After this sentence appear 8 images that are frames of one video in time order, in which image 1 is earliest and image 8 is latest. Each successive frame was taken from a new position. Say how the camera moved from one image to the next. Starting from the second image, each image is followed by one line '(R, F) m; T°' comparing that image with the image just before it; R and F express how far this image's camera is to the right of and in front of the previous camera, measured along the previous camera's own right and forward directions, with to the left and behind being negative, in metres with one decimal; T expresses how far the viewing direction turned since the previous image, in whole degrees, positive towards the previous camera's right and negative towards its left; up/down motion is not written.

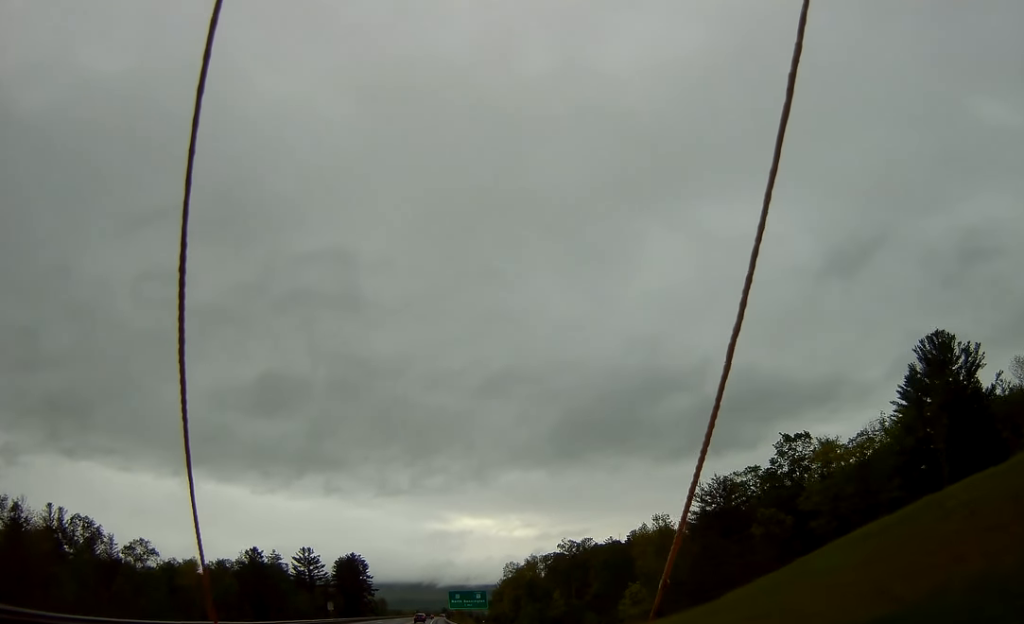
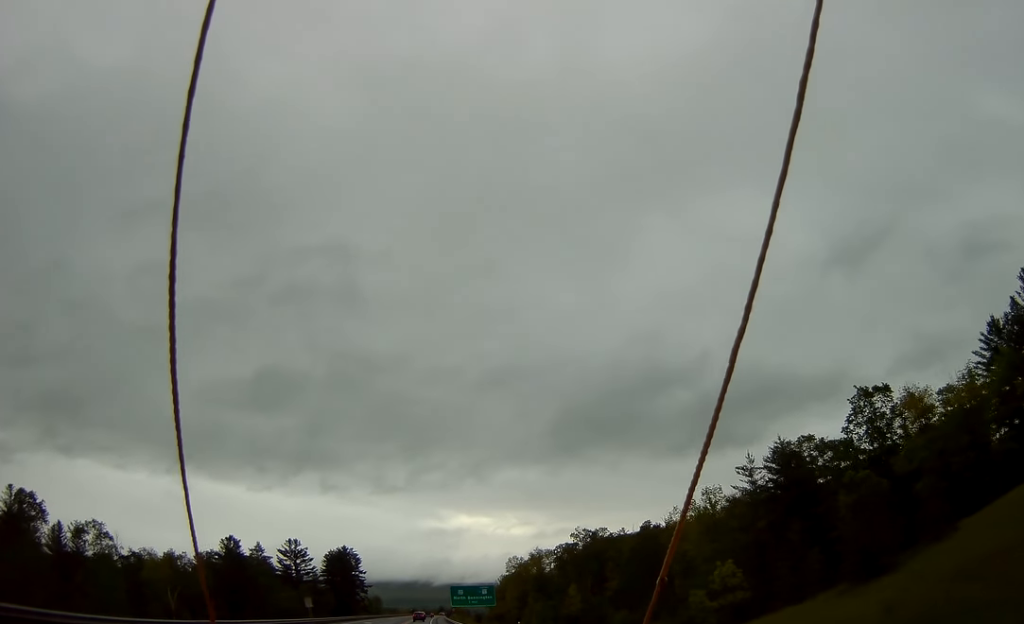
(-0.2, +19.5) m; 0°
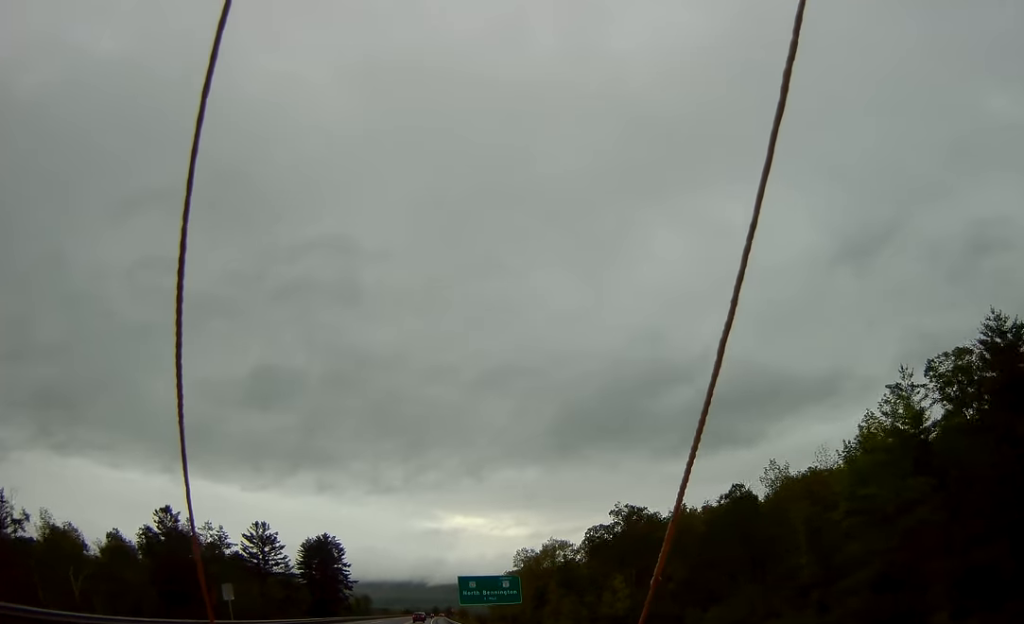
(+0.4, +37.2) m; +2°
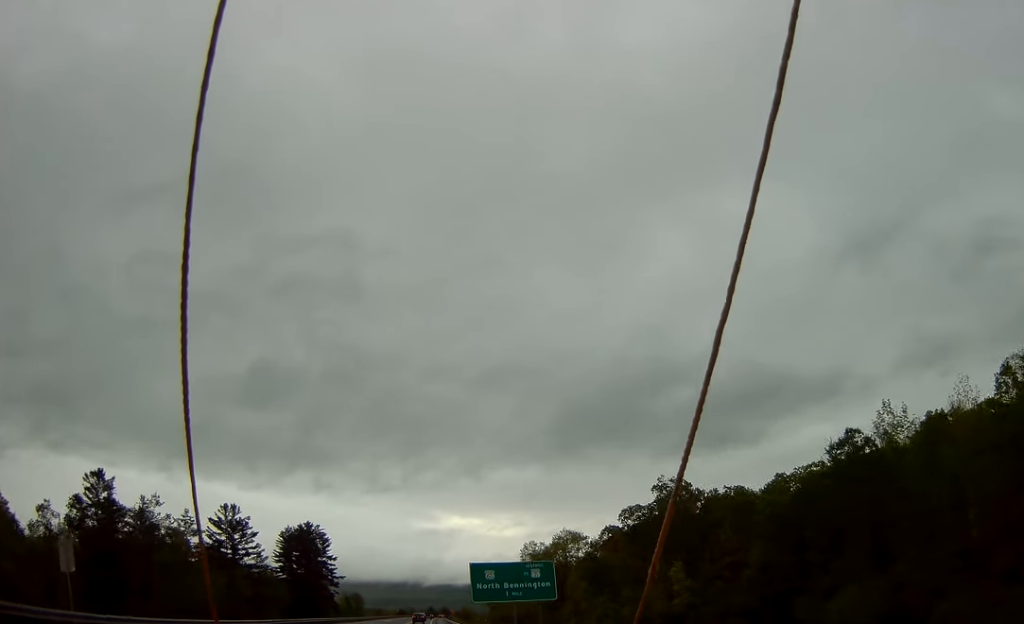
(+0.3, +25.2) m; 0°
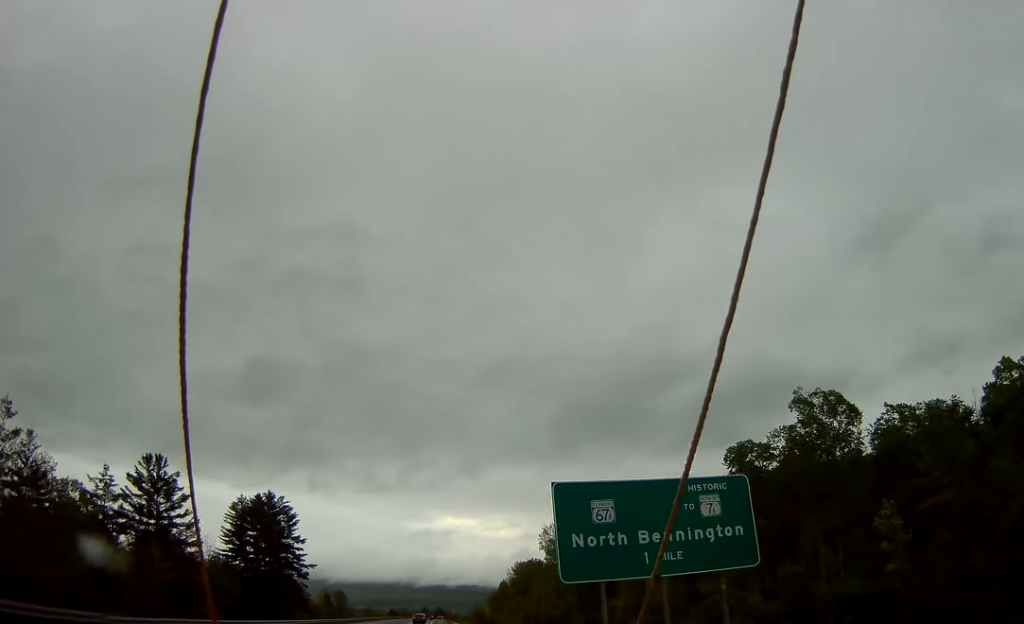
(+0.1, +41.3) m; 0°
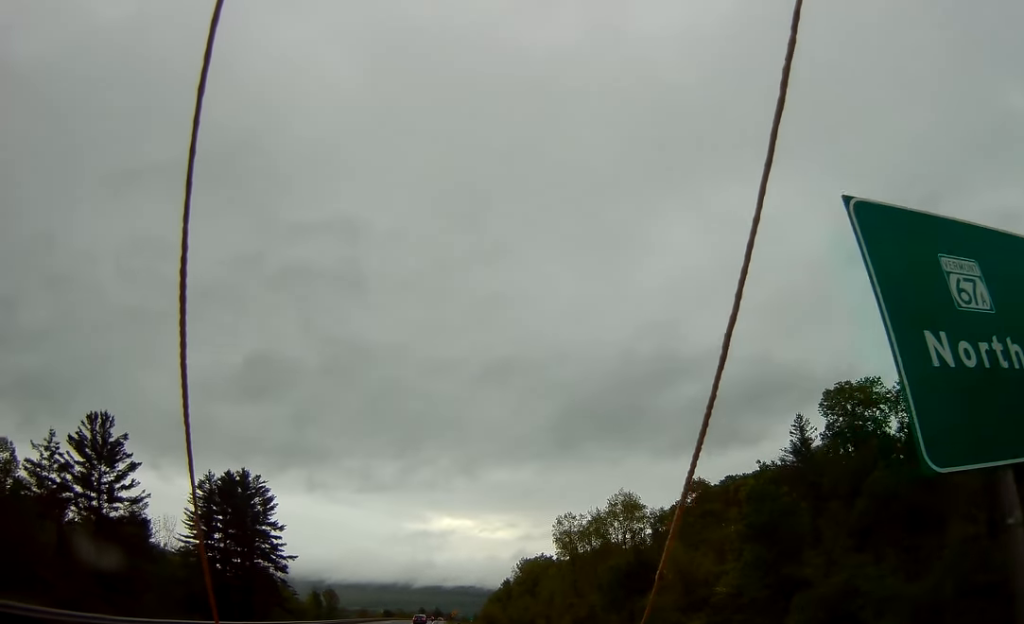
(-0.2, +19.6) m; 0°
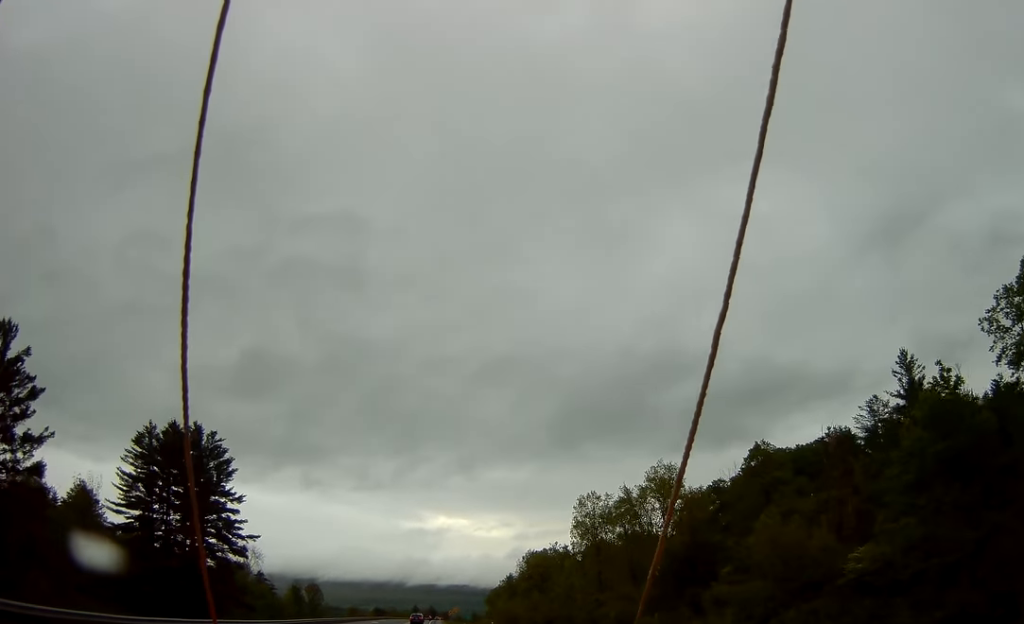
(+0.1, +24.6) m; +1°
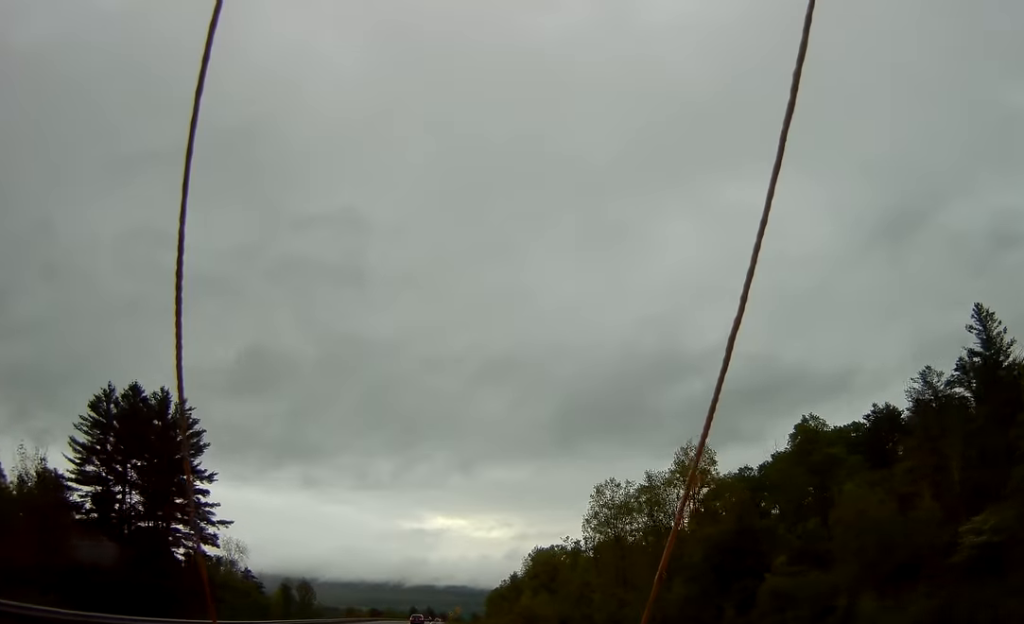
(+0.1, +13.1) m; +1°
